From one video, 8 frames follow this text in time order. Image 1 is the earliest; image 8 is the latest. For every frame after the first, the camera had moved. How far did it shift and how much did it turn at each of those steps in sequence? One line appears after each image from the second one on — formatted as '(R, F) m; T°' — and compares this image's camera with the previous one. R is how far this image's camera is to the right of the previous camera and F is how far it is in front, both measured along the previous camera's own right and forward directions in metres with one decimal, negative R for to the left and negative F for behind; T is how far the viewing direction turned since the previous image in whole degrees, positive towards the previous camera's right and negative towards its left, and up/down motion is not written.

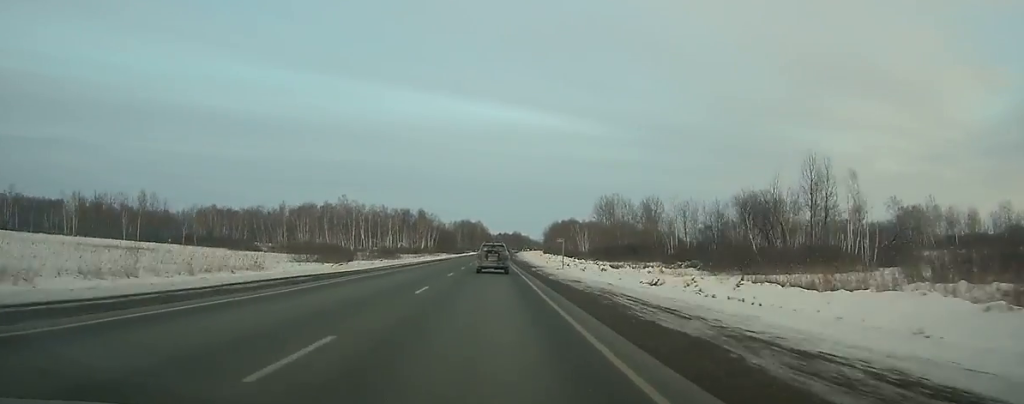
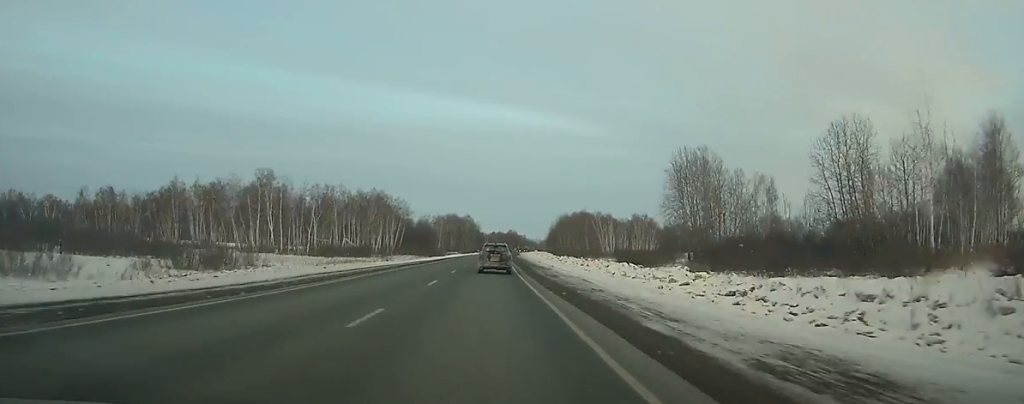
(+0.1, +79.2) m; 0°
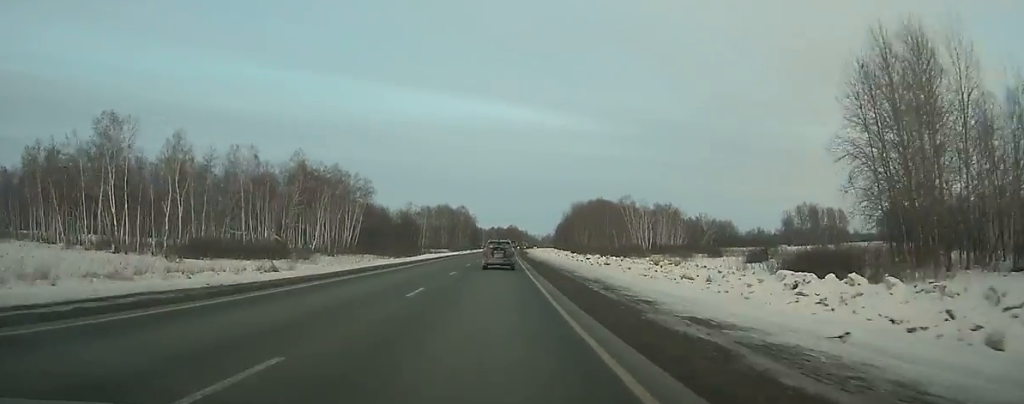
(0.0, +53.7) m; +1°
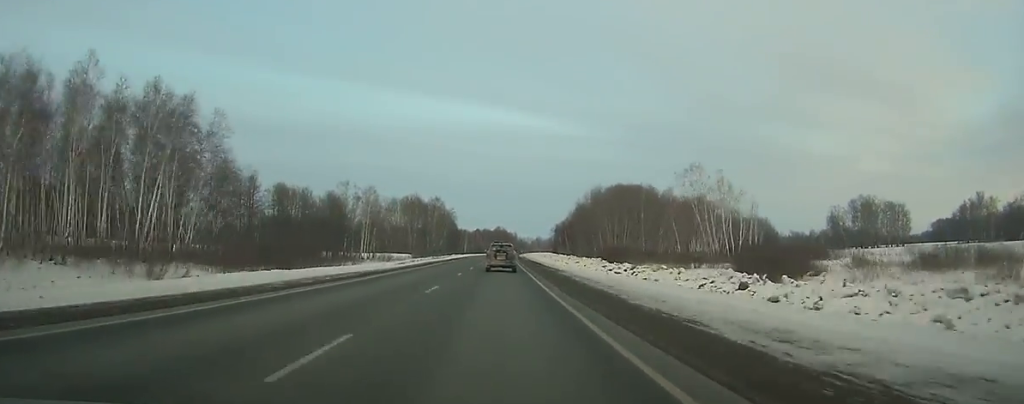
(+0.5, +70.5) m; +1°
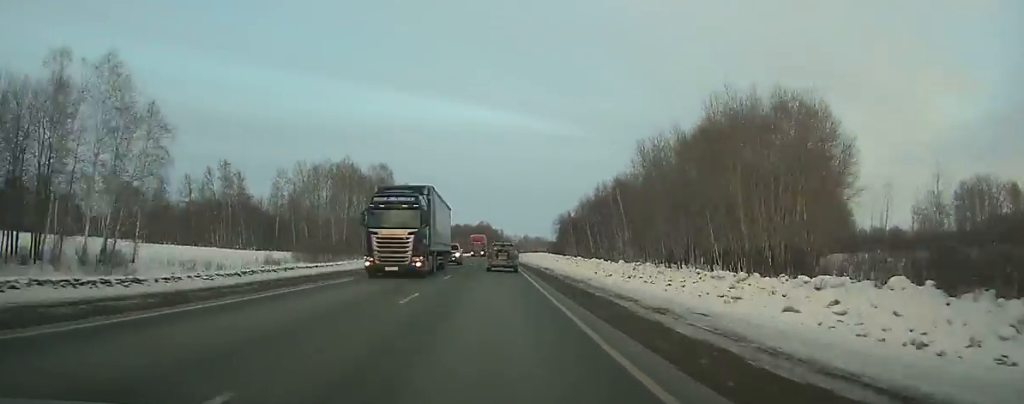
(+0.9, +87.3) m; +1°
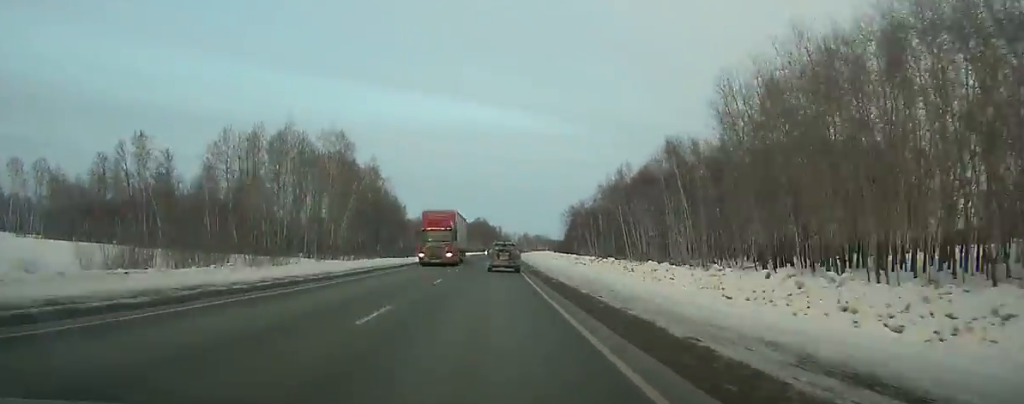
(+0.5, +39.3) m; +1°
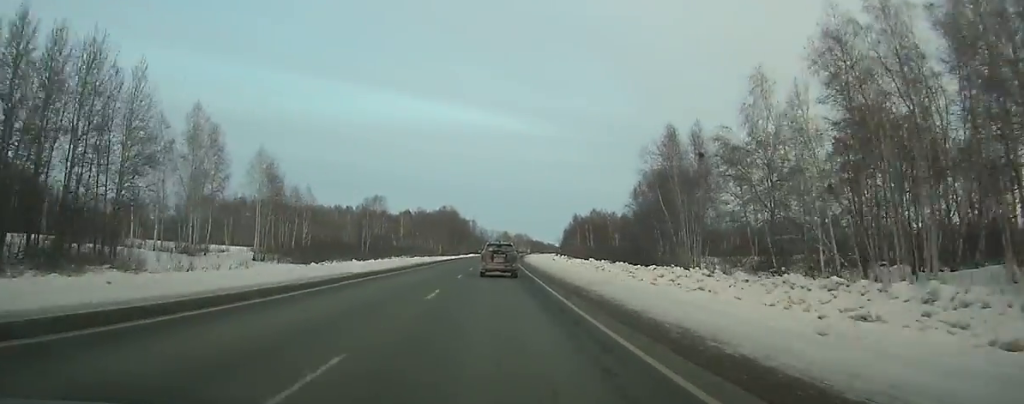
(+1.7, +123.0) m; +2°
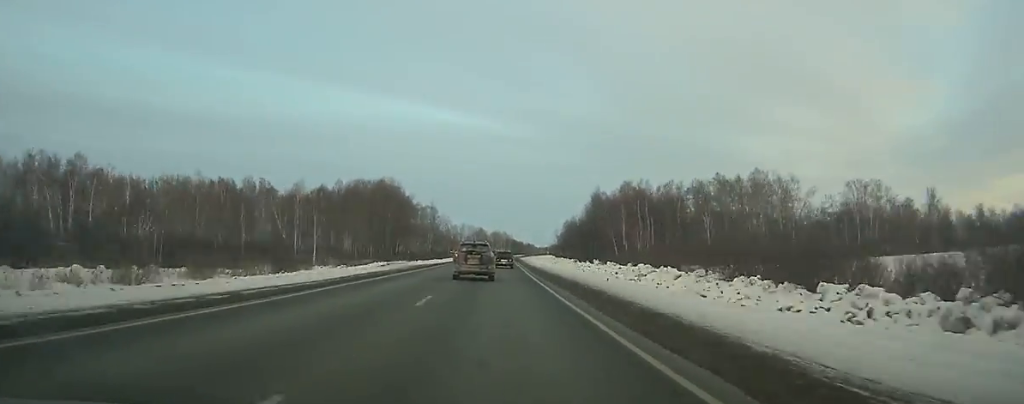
(+3.0, +121.4) m; +2°
